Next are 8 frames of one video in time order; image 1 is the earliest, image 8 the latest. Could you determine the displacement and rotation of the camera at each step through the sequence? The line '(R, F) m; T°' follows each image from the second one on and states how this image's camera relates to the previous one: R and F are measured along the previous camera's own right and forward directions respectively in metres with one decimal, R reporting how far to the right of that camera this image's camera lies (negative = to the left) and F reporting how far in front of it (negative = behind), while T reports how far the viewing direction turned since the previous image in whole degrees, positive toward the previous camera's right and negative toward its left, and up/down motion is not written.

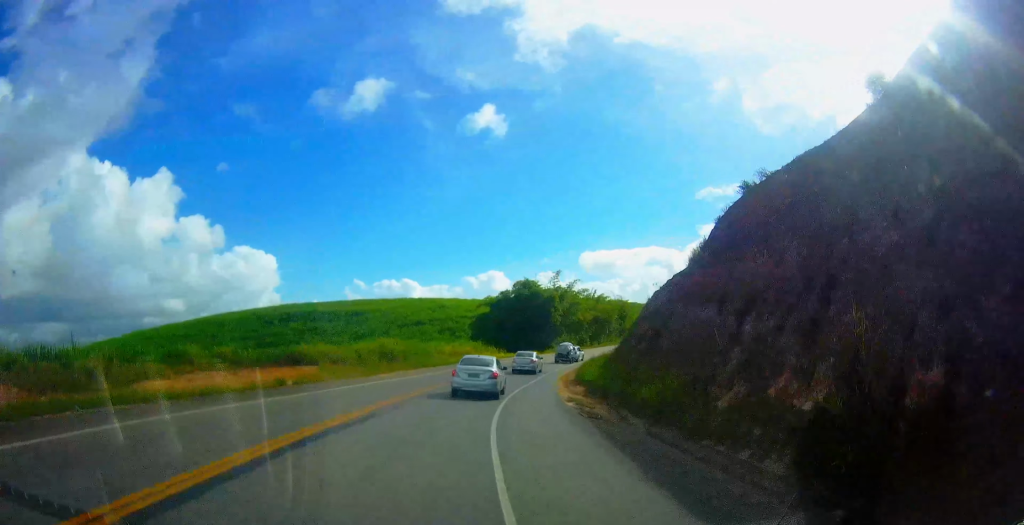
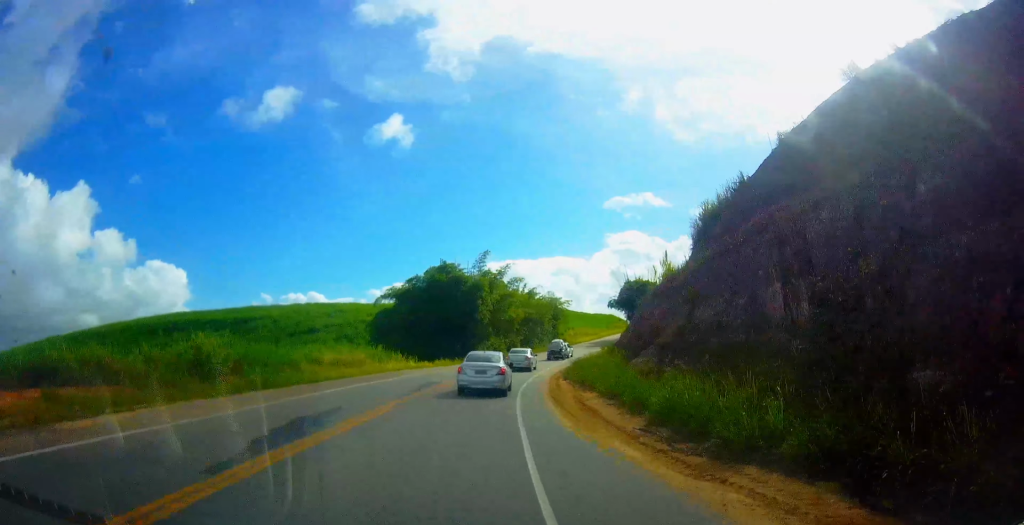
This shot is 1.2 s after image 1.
(+1.5, +21.1) m; +10°
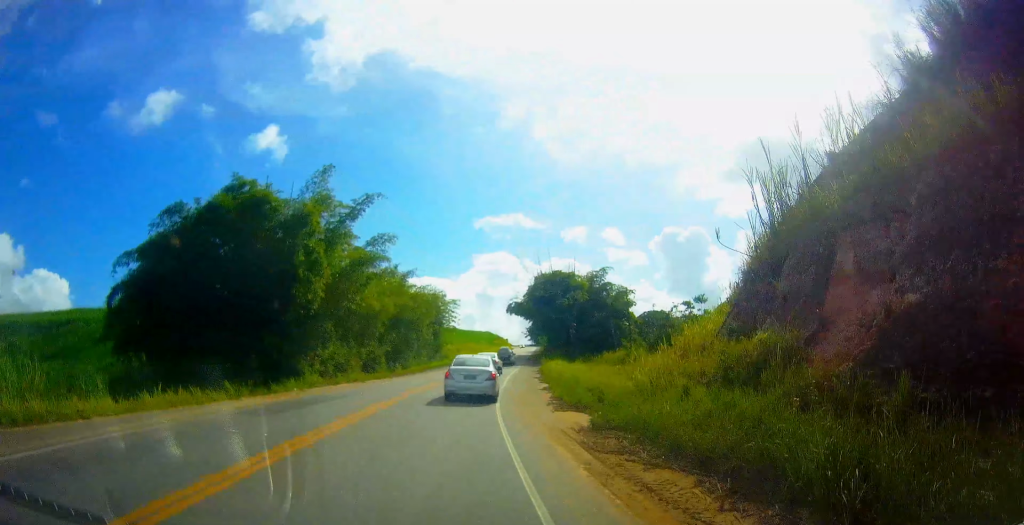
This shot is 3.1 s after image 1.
(+4.6, +31.9) m; +12°
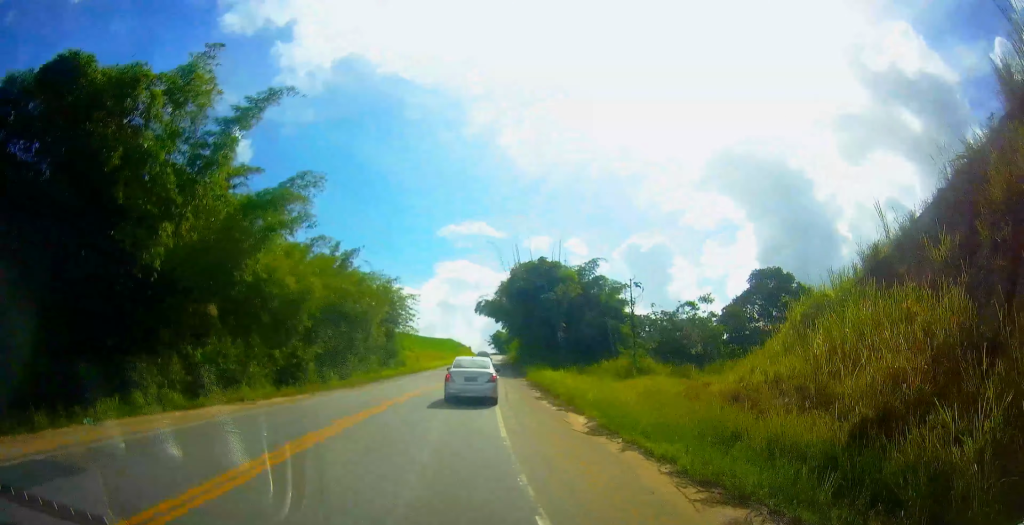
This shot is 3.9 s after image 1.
(+0.2, +14.1) m; +4°
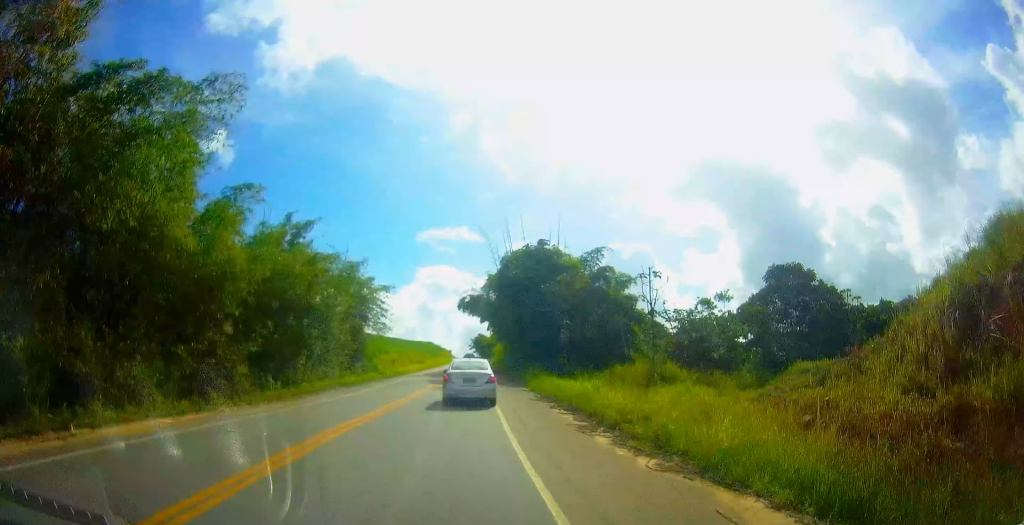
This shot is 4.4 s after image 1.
(0.0, +9.7) m; +4°
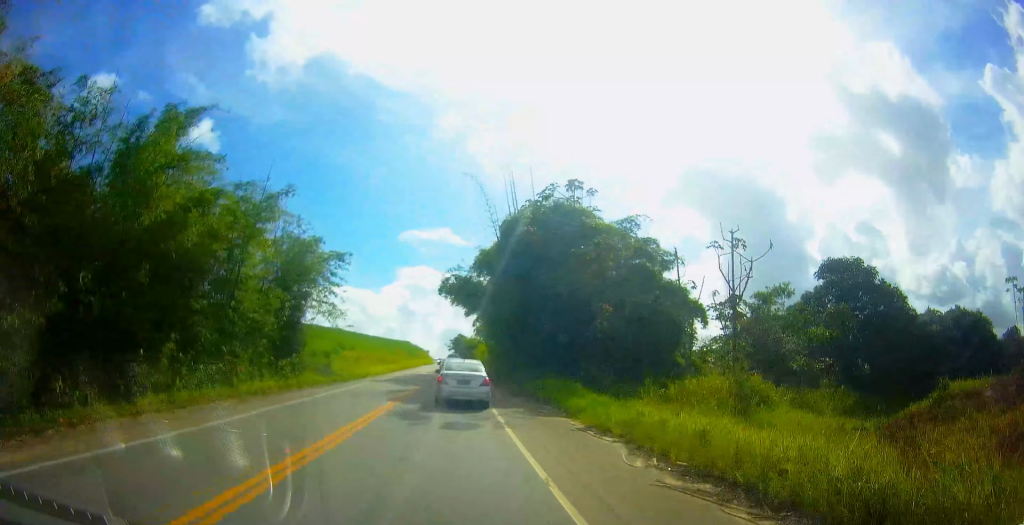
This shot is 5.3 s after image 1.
(+1.1, +16.1) m; +8°
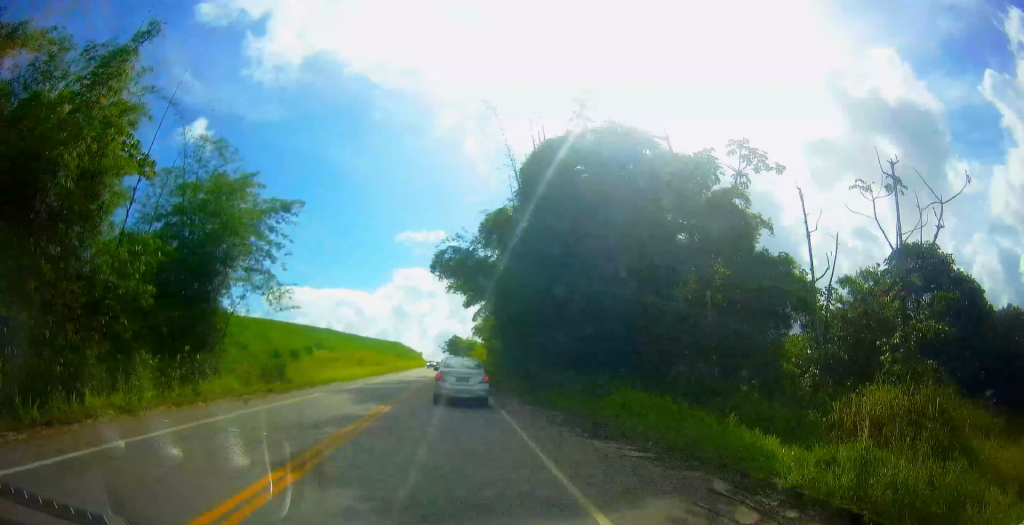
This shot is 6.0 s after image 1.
(+0.8, +13.2) m; +4°
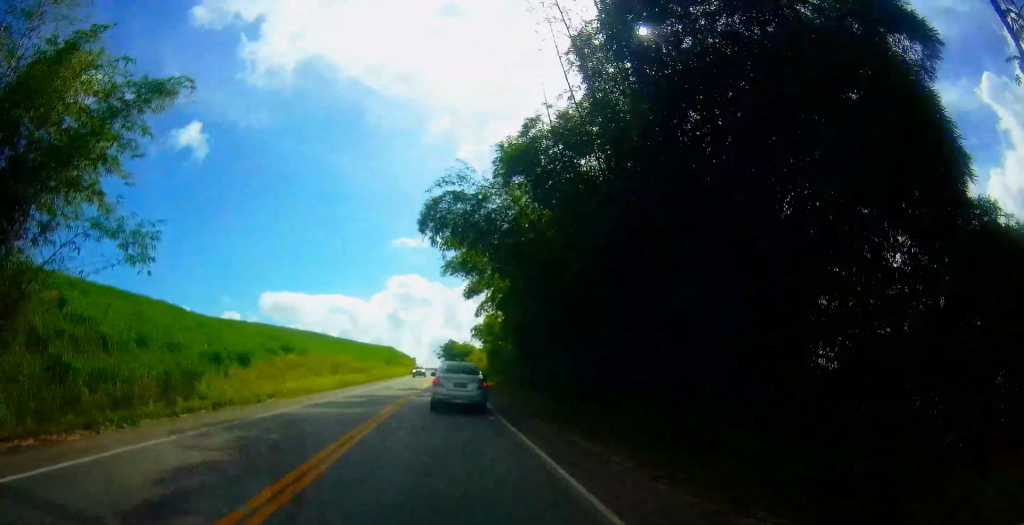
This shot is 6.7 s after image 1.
(+0.5, +13.3) m; +3°
